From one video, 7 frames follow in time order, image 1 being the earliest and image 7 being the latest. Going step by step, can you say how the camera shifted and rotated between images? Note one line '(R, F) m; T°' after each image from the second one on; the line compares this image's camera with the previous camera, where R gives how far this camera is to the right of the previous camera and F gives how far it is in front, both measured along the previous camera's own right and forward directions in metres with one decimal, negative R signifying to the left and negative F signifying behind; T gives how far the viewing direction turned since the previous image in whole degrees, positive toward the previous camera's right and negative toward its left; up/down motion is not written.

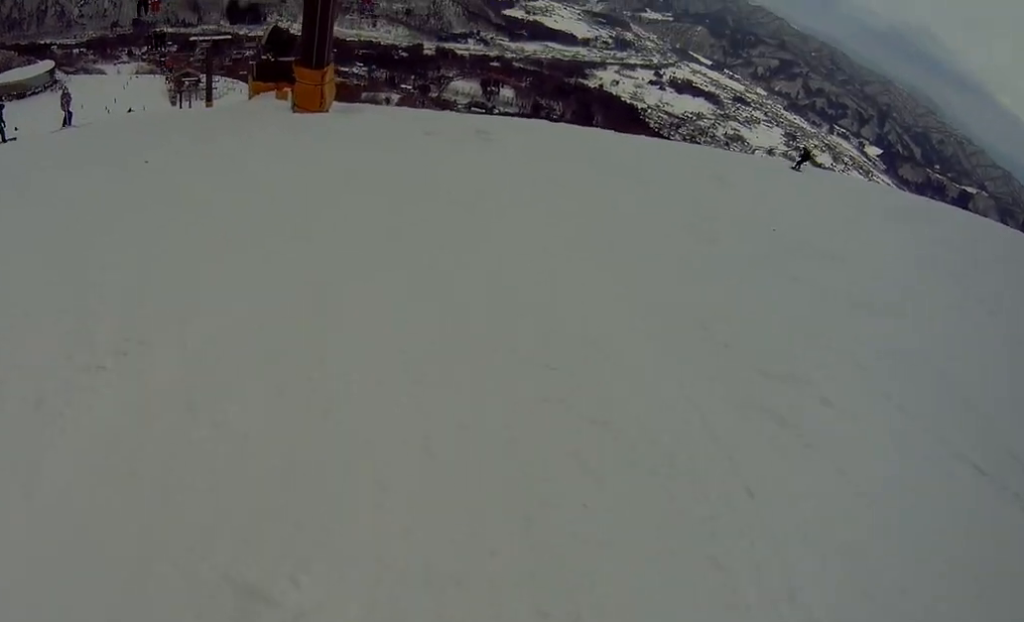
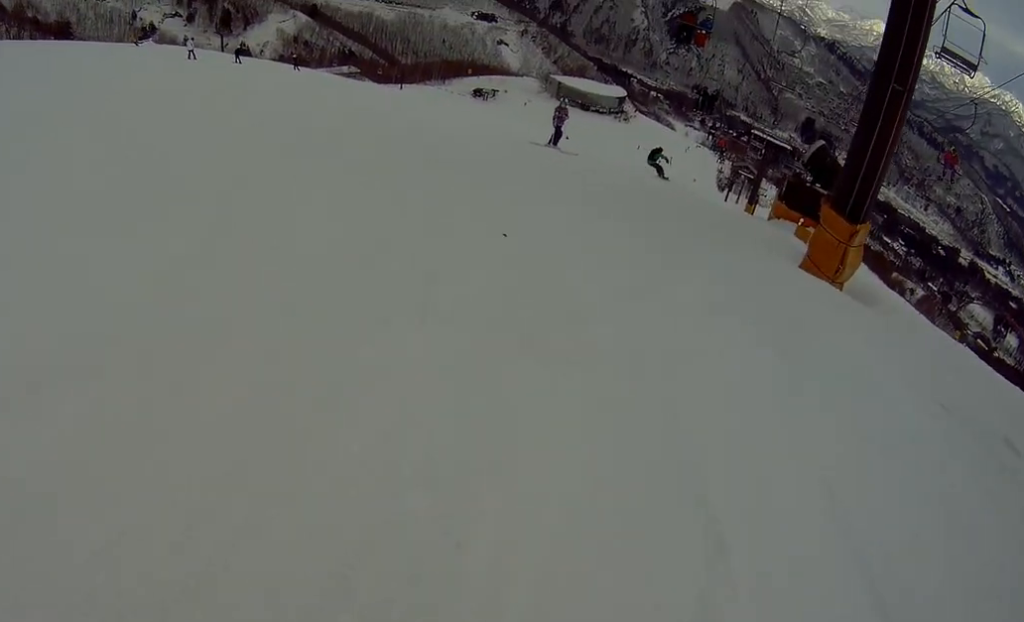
(-2.7, +2.6) m; -60°
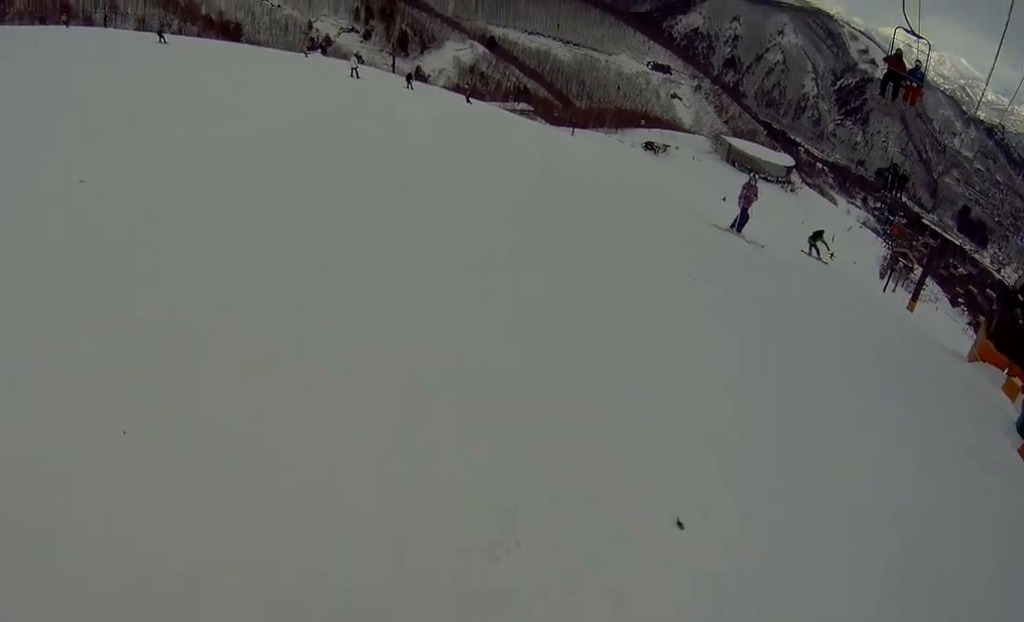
(-0.4, +3.2) m; -4°
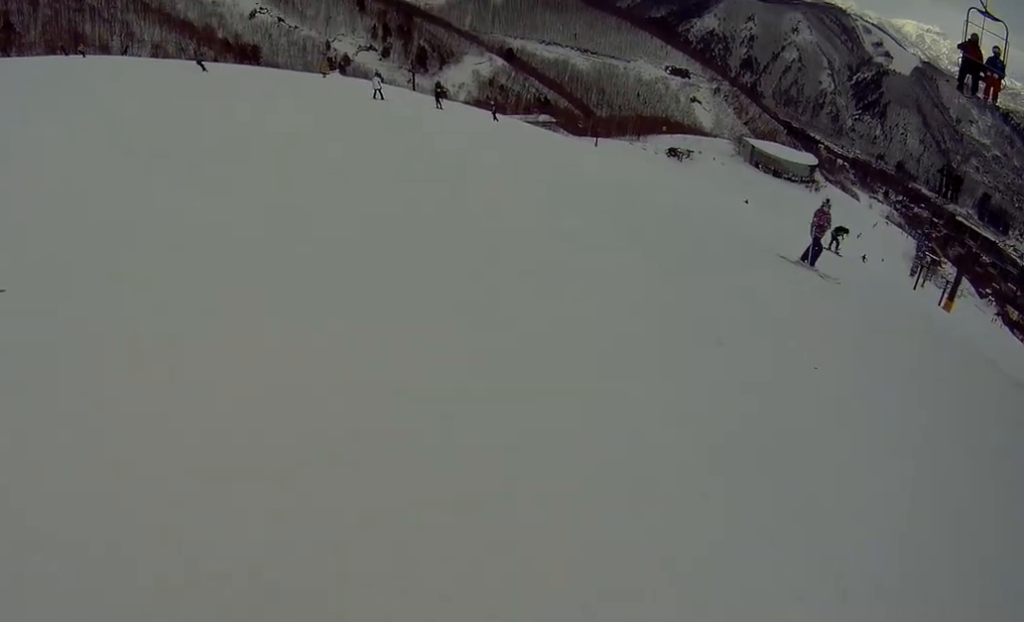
(0.0, +2.4) m; +6°
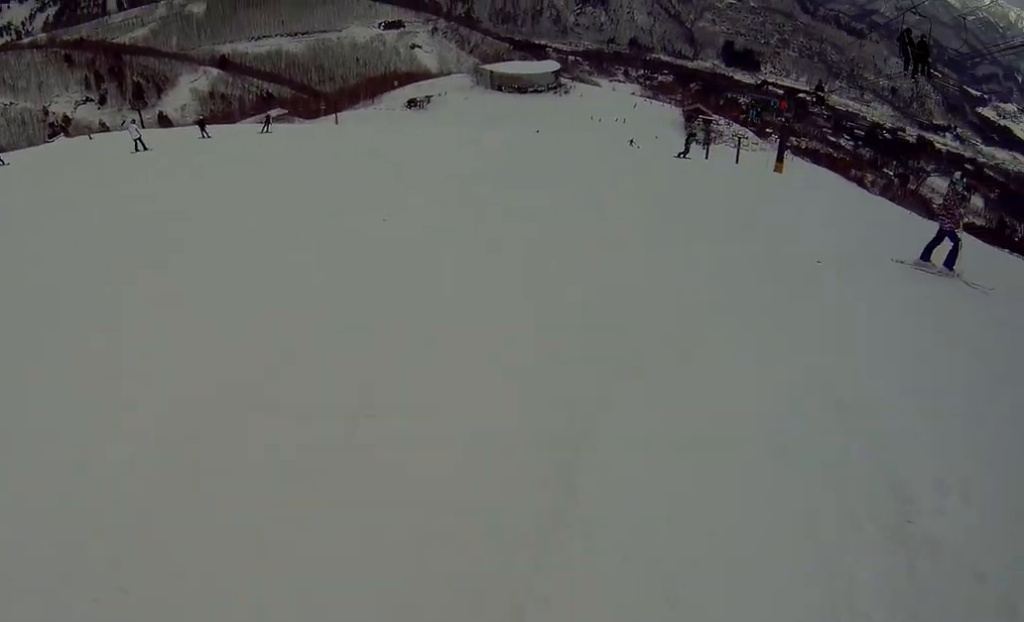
(+2.3, +8.7) m; +34°
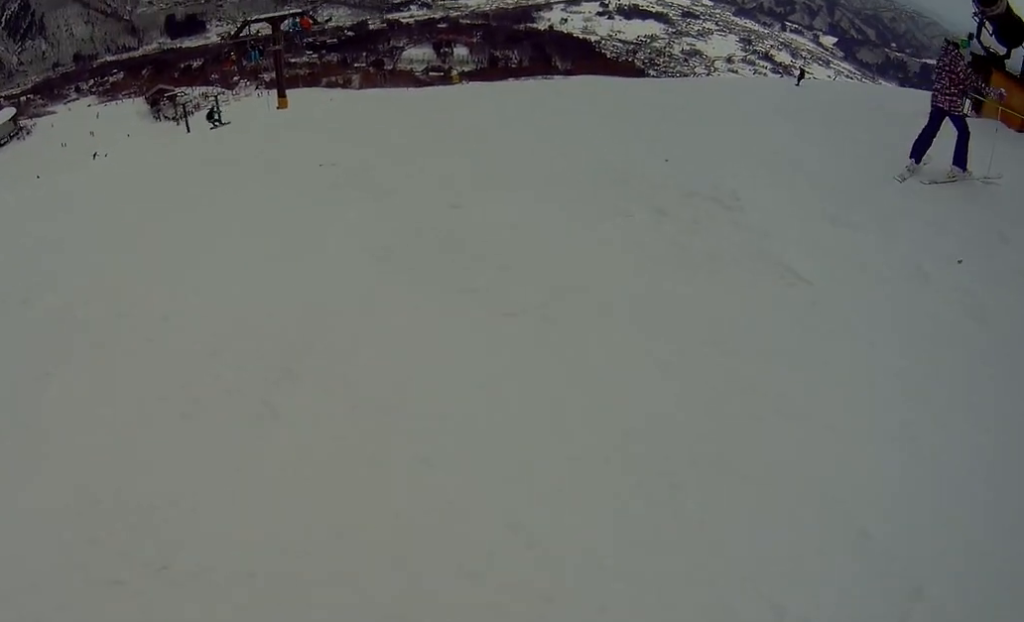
(+2.3, +7.2) m; +24°
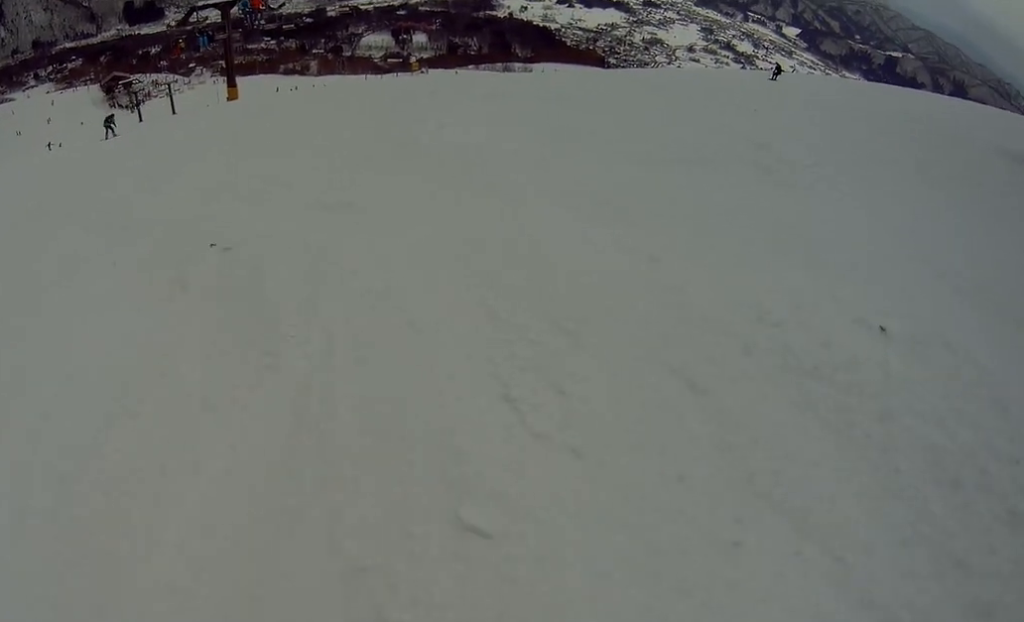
(0.0, +3.6) m; +3°
